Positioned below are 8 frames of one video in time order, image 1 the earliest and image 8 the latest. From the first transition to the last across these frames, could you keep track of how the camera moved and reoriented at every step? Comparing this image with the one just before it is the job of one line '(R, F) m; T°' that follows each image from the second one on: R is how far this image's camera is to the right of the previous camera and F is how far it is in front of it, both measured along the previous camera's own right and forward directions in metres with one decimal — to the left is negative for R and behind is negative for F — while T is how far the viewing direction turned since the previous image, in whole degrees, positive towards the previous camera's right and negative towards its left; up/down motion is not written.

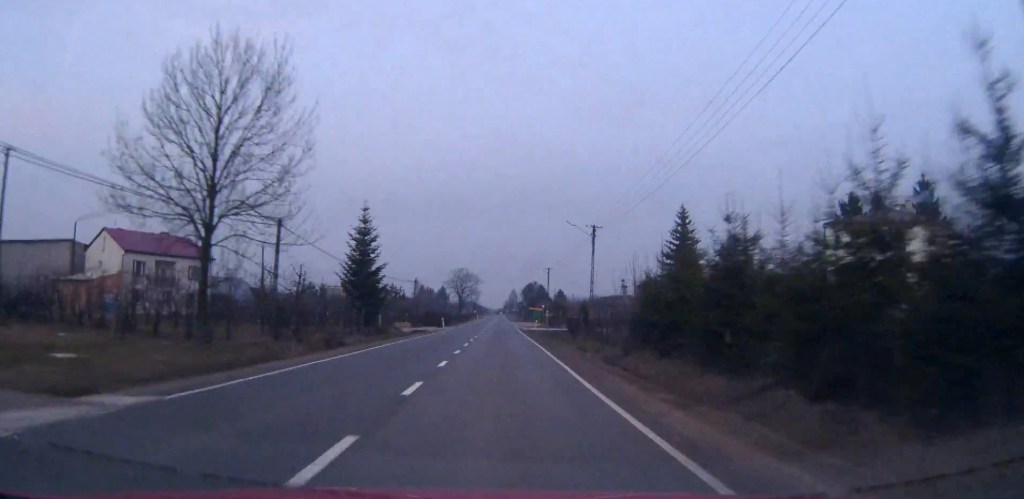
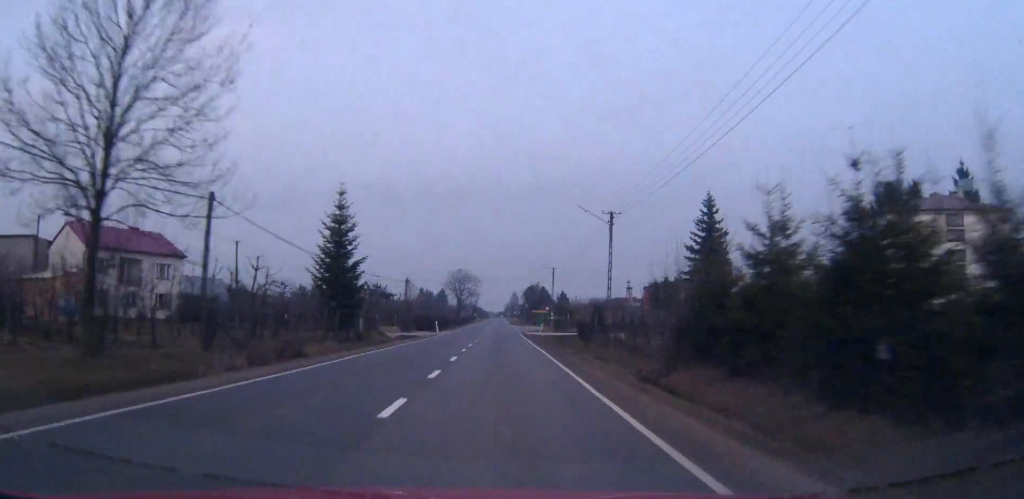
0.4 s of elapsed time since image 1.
(0.0, +8.3) m; 0°
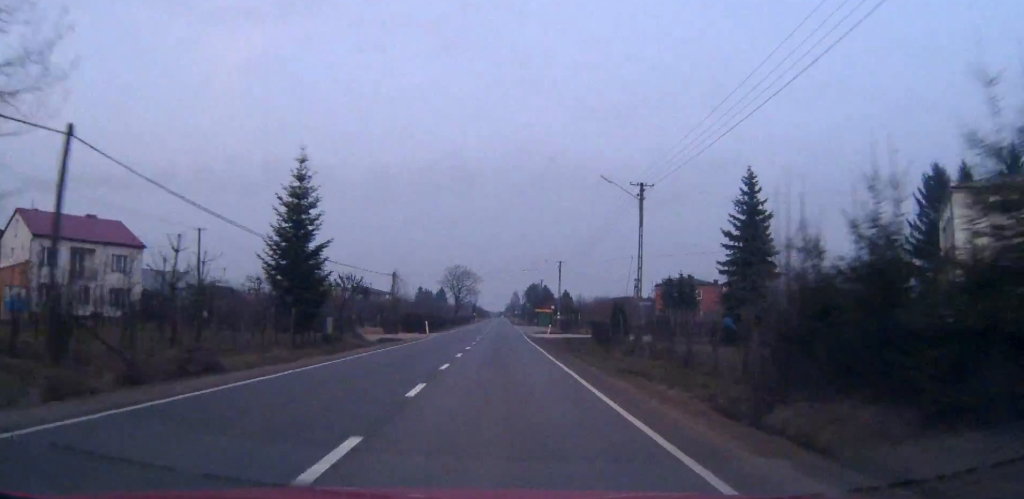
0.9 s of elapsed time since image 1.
(+0.1, +9.5) m; 0°
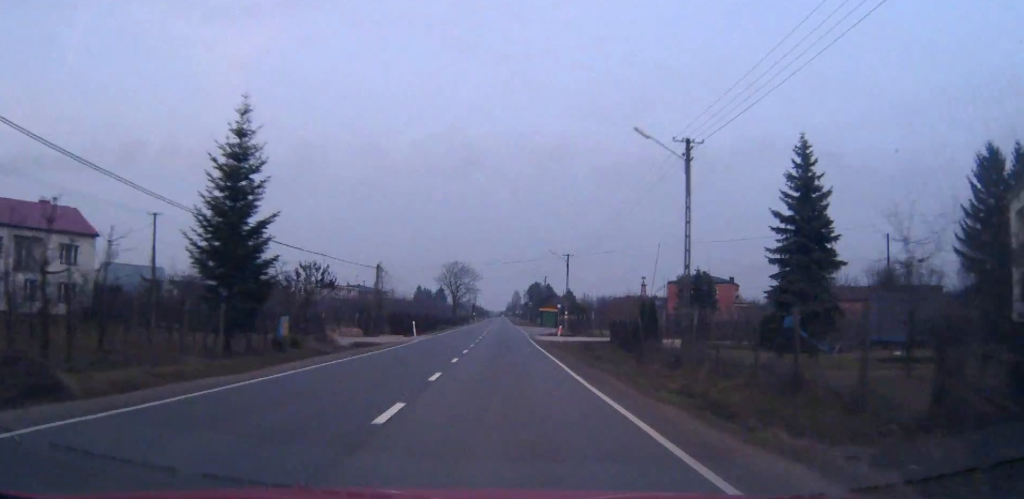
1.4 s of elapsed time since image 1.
(+0.1, +8.9) m; 0°
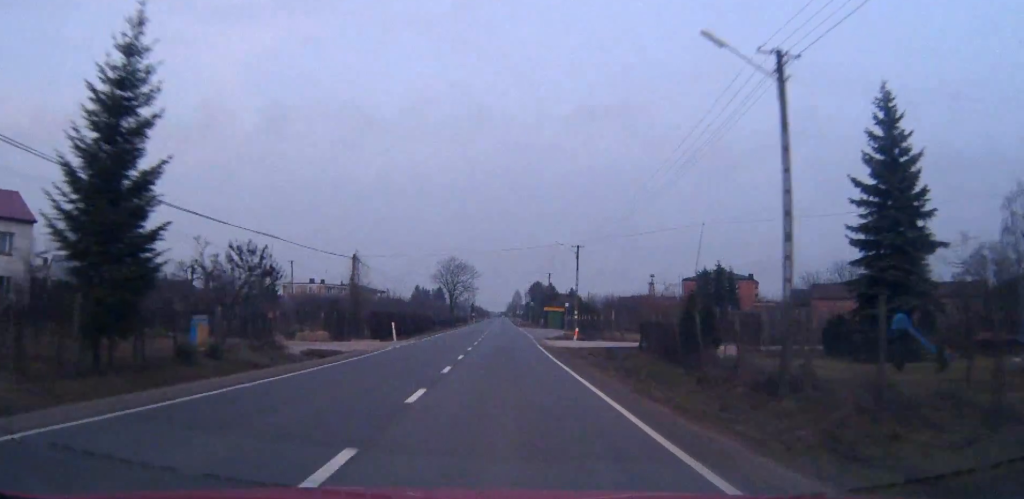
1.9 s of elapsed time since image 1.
(0.0, +9.5) m; 0°
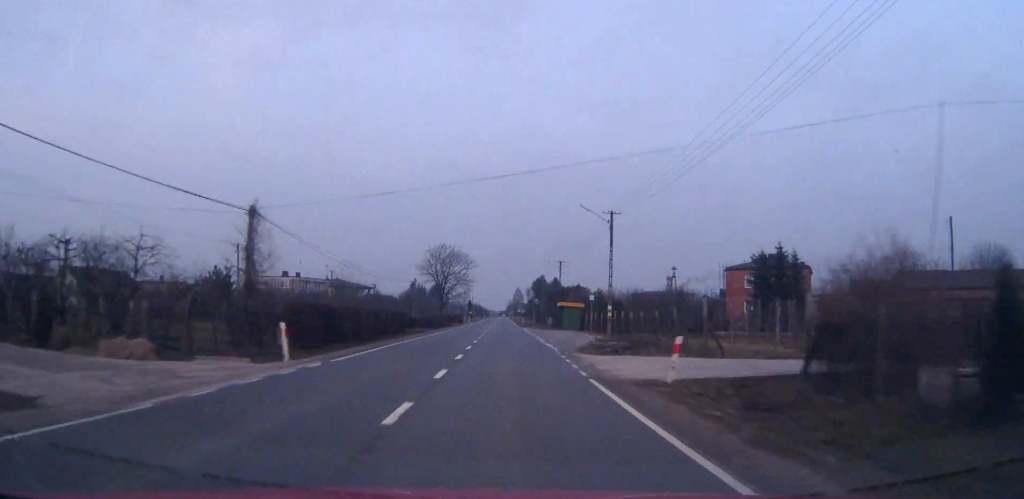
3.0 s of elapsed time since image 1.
(0.0, +20.3) m; 0°
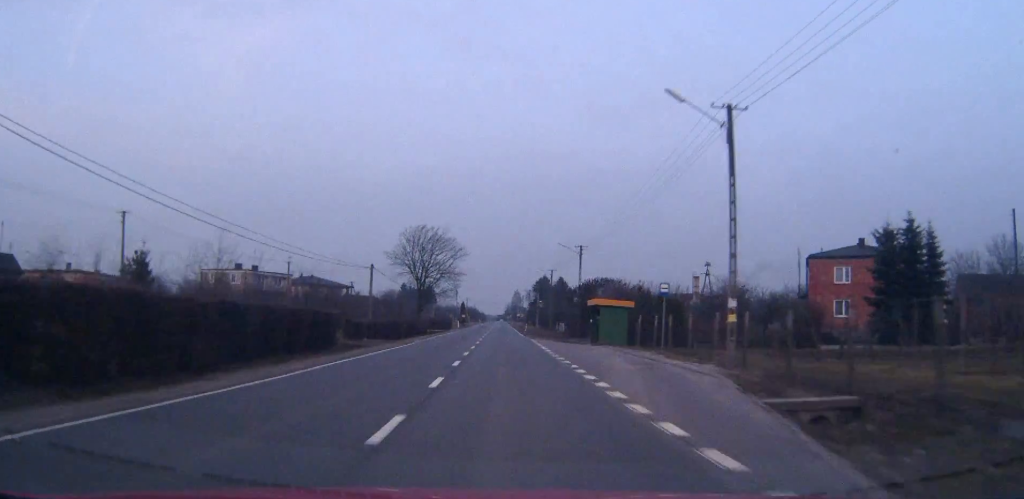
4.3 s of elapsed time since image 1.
(+0.1, +24.8) m; 0°
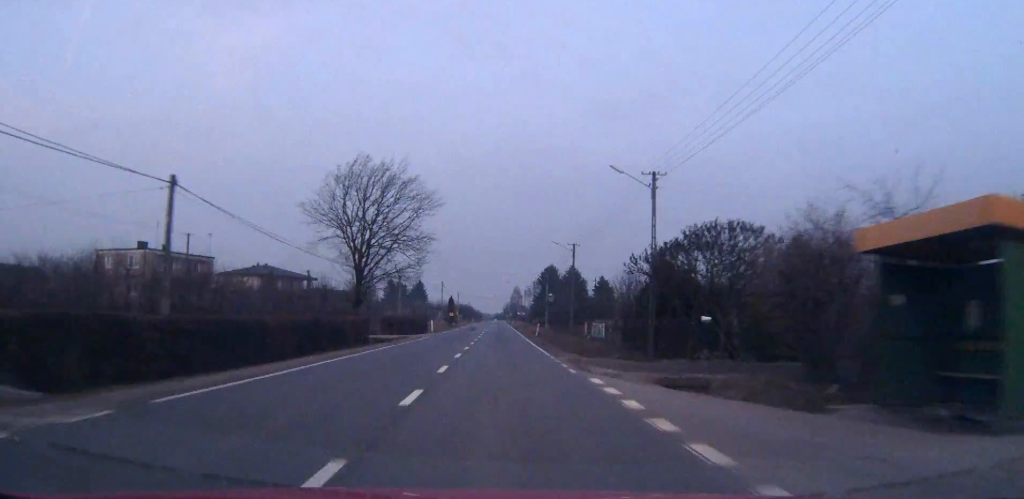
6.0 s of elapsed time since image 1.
(0.0, +33.0) m; 0°
